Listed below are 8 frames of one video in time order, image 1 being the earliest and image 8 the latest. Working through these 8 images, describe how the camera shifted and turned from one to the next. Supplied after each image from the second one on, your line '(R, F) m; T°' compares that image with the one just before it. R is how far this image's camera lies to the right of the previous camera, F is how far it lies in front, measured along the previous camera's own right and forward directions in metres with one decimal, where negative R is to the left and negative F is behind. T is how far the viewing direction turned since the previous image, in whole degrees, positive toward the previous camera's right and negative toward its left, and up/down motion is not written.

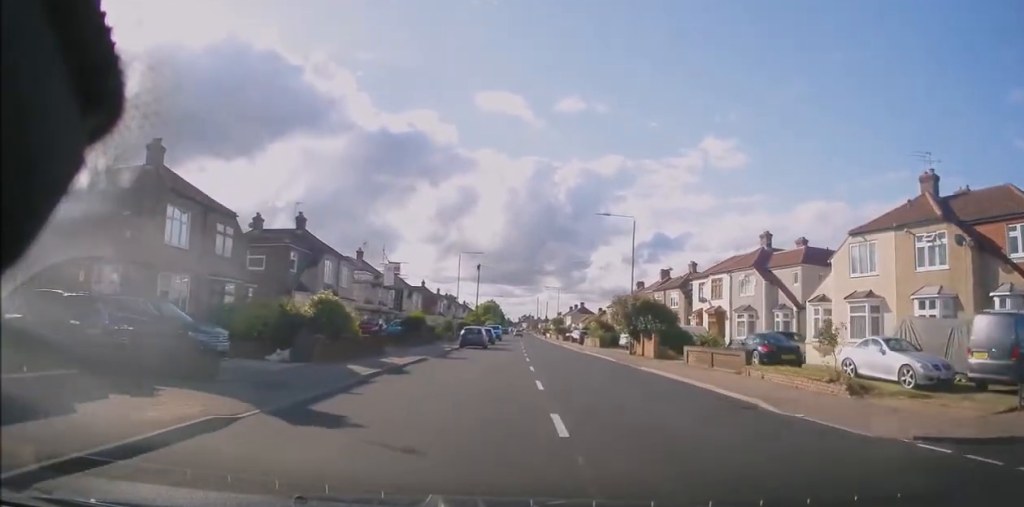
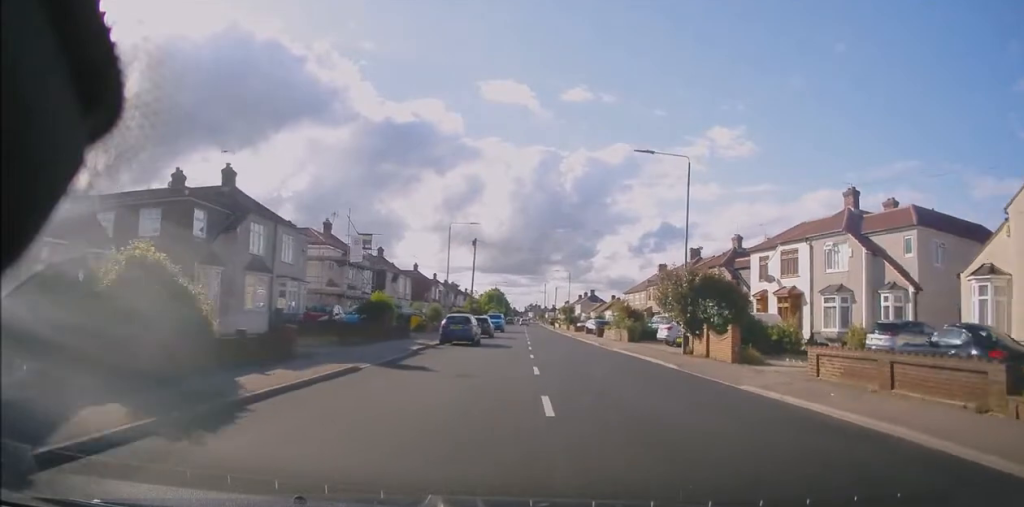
(+0.1, +11.4) m; 0°
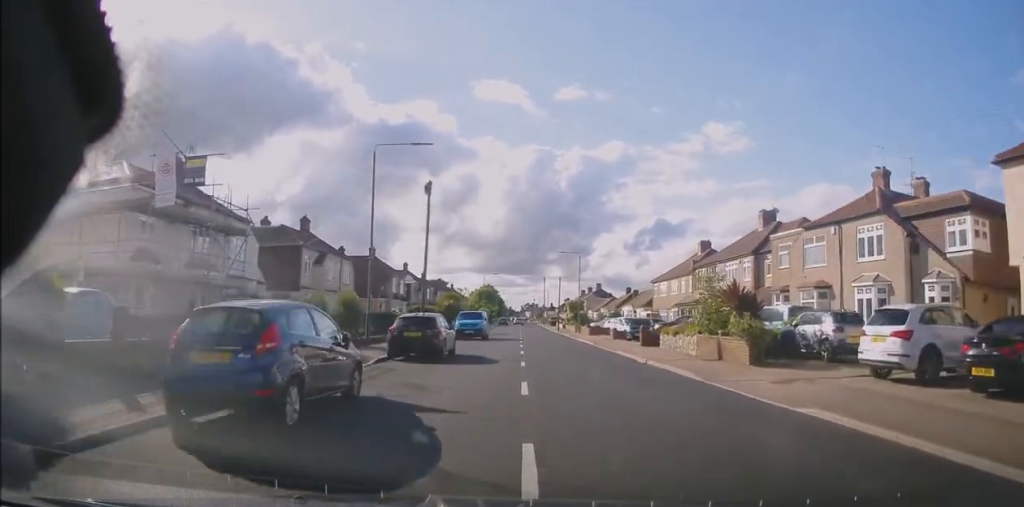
(-0.2, +21.9) m; -1°
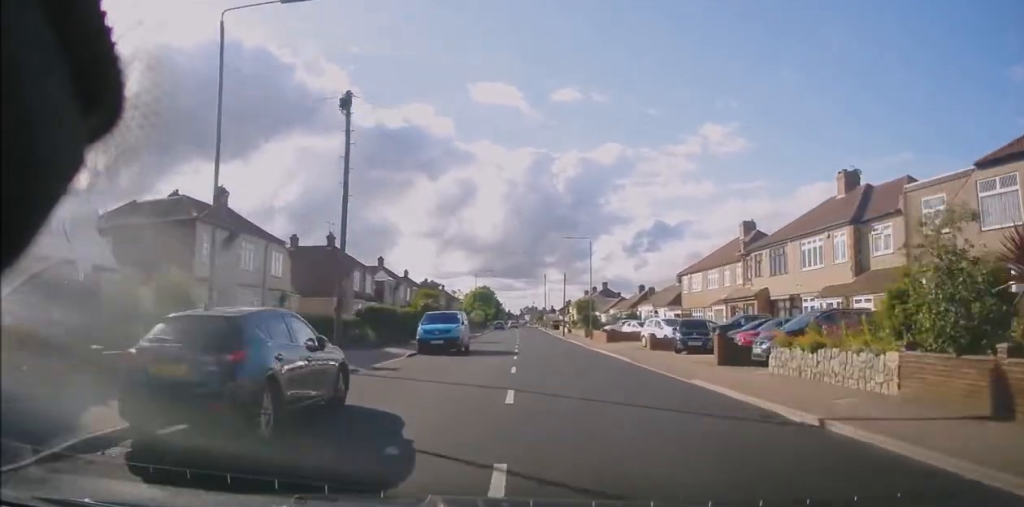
(0.0, +12.8) m; 0°
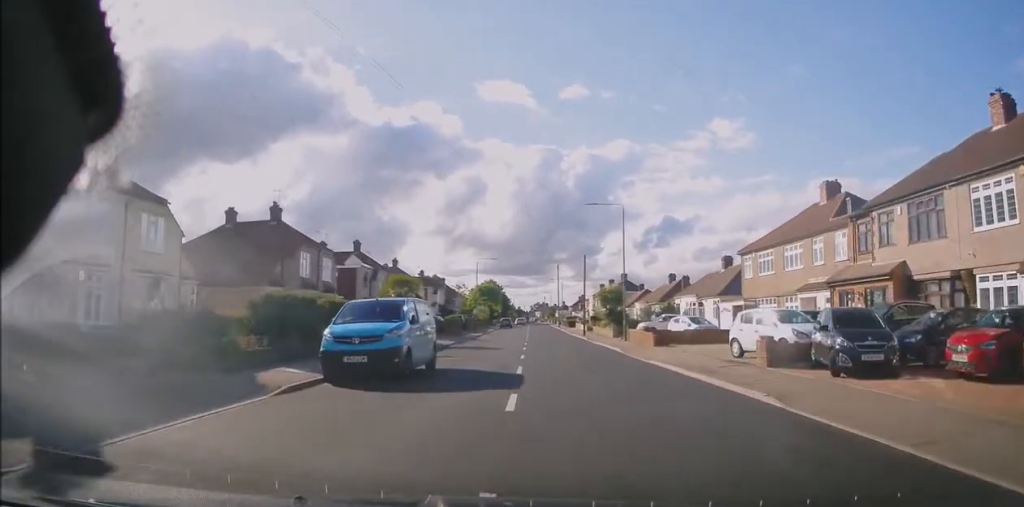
(0.0, +13.0) m; 0°
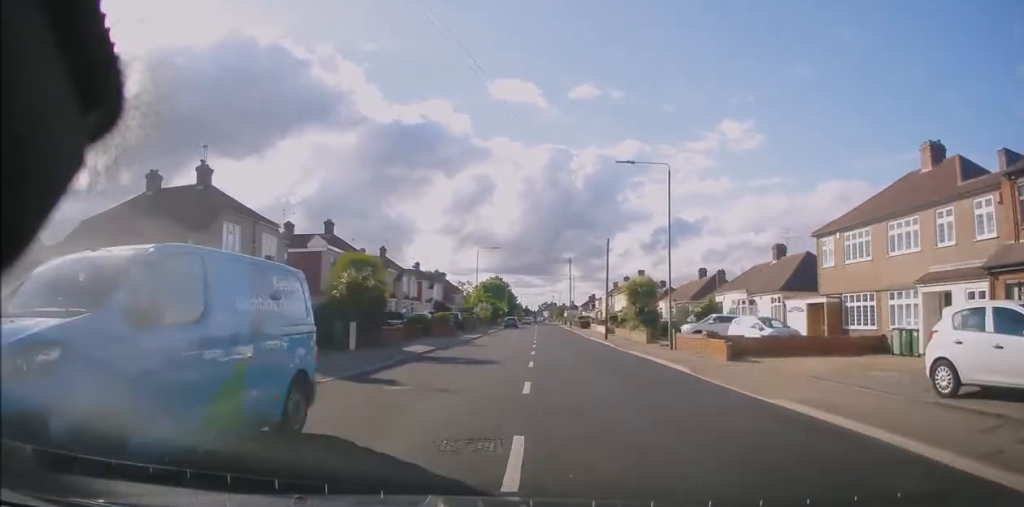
(+0.2, +10.1) m; 0°
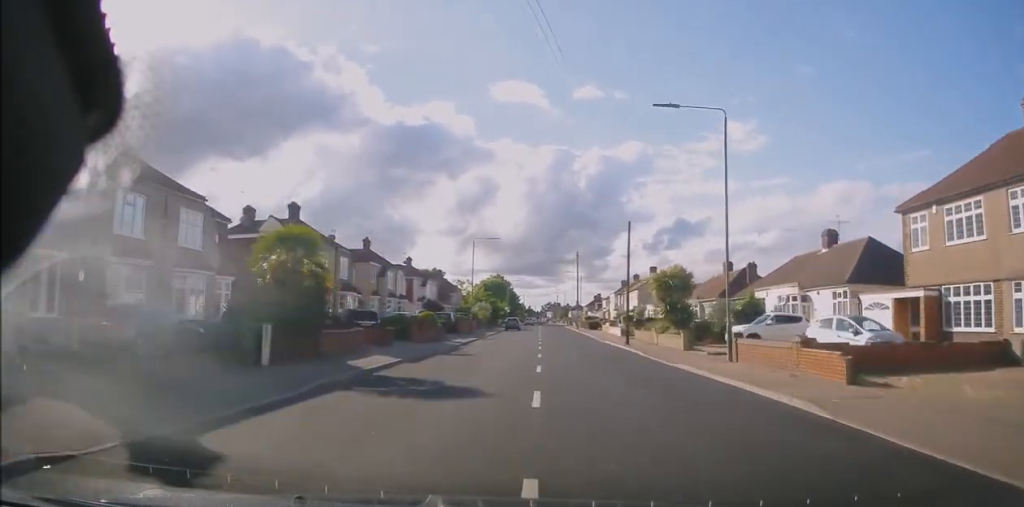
(-0.2, +7.7) m; -1°
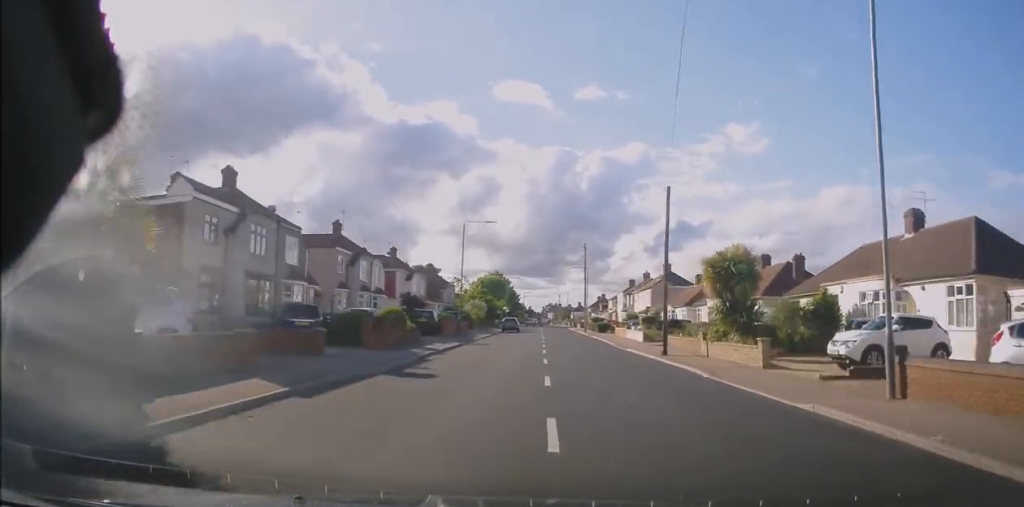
(-0.1, +9.3) m; -1°
